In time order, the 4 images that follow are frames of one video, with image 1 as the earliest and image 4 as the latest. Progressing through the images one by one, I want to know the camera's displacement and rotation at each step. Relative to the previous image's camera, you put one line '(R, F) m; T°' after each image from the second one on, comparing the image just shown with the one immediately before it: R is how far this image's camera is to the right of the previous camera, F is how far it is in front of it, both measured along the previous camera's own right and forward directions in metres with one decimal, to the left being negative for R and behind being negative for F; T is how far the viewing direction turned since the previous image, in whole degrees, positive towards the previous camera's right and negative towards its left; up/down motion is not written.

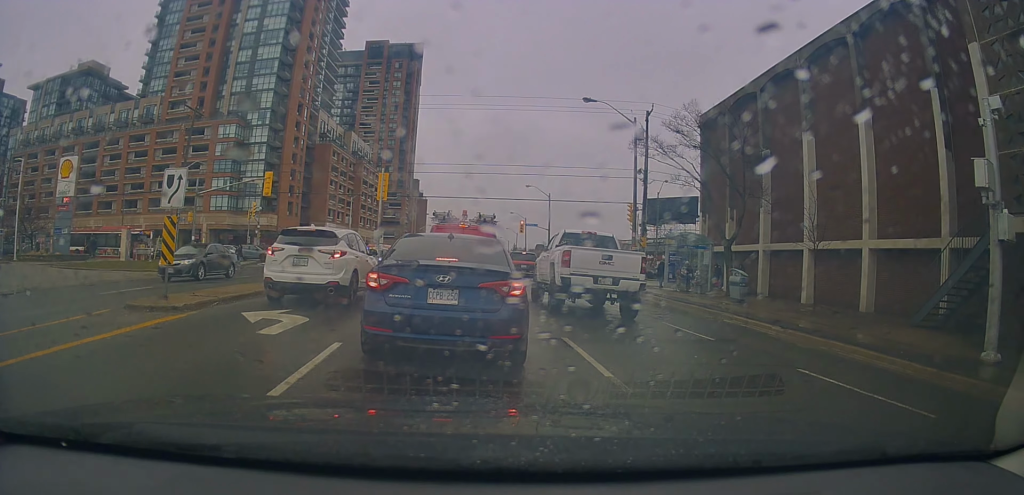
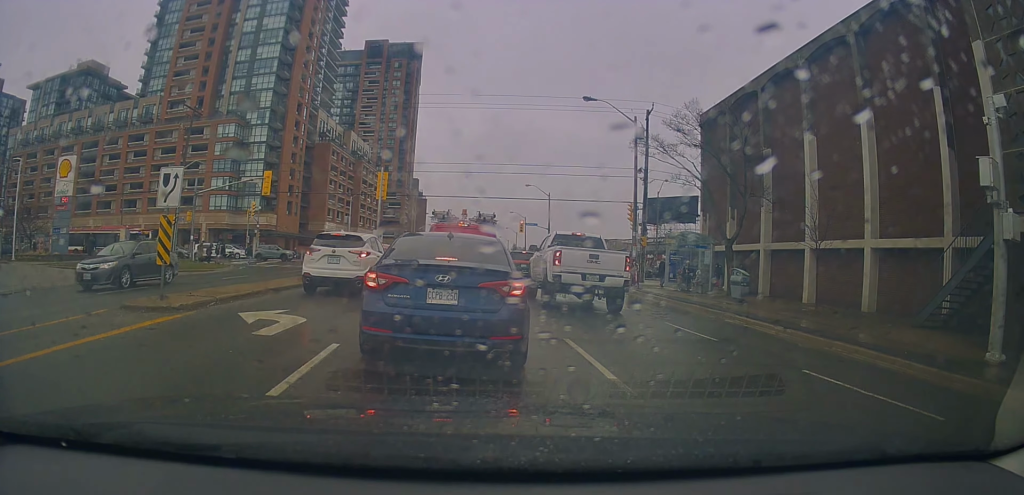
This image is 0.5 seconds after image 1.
(+0.1, +0.3) m; 0°
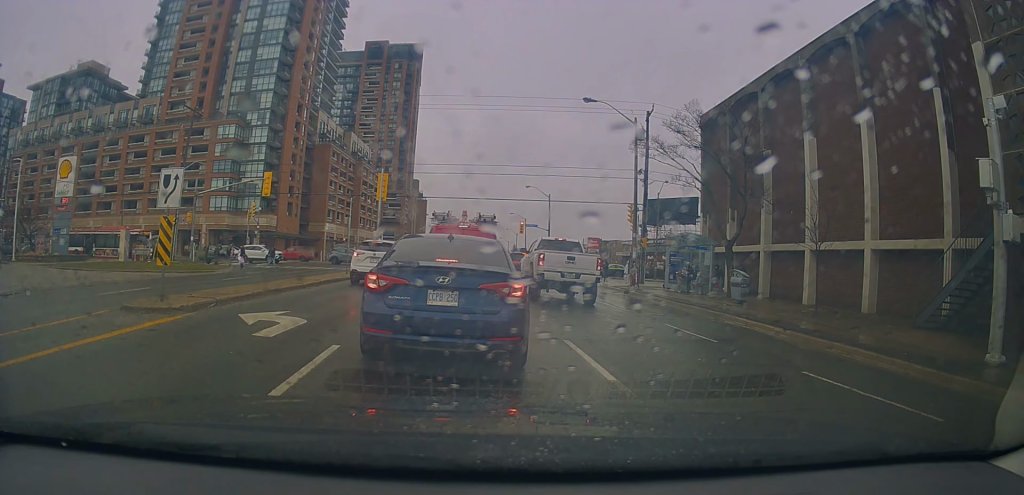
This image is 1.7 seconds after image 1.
(0.0, +0.2) m; 0°
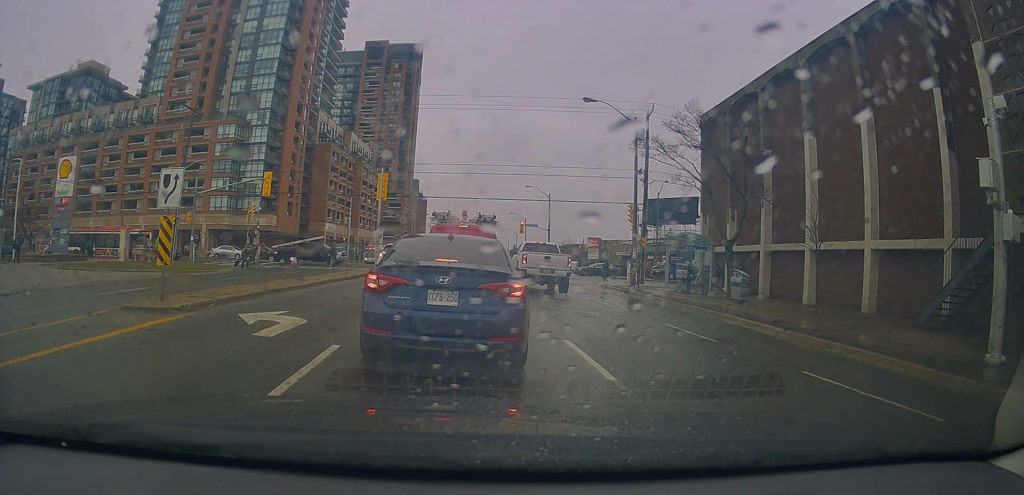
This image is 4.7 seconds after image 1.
(+0.1, +0.3) m; 0°
